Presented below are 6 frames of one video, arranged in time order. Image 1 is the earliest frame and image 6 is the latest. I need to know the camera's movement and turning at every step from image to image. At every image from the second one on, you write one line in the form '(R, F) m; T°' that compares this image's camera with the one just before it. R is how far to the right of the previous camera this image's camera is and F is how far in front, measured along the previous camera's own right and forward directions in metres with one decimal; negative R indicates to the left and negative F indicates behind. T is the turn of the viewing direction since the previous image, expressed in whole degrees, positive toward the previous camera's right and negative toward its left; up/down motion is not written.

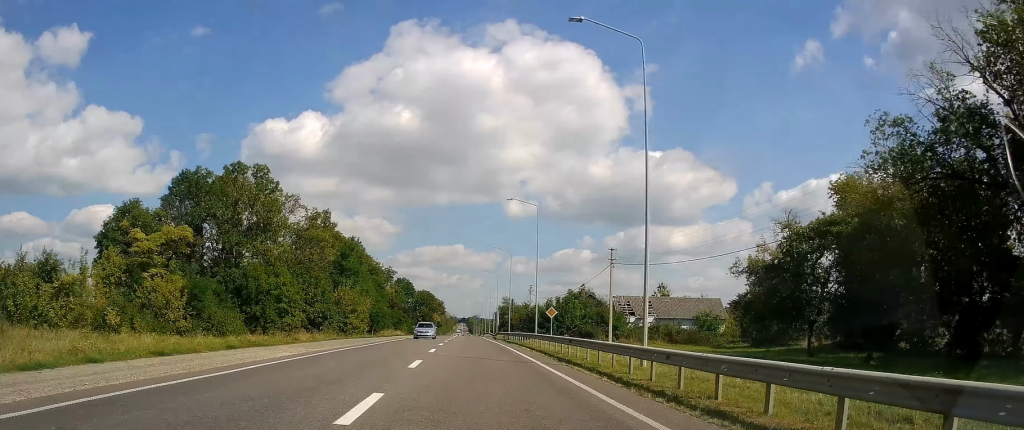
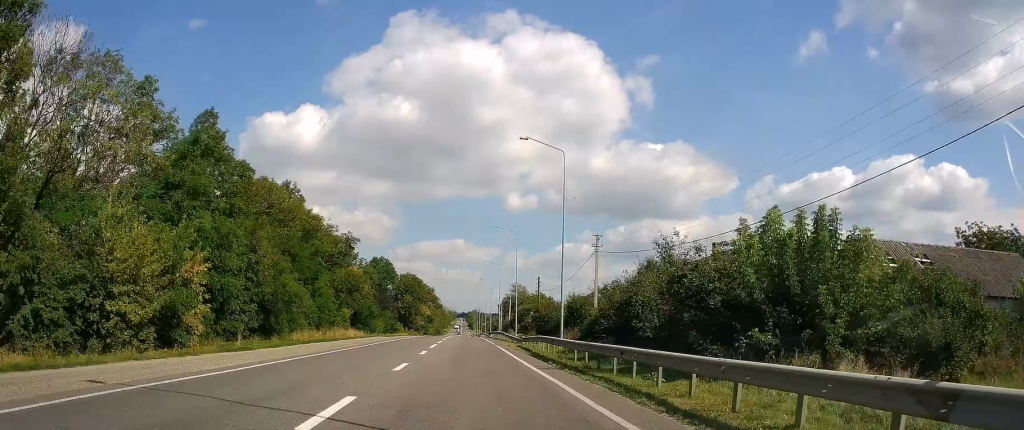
(+1.2, +45.6) m; 0°
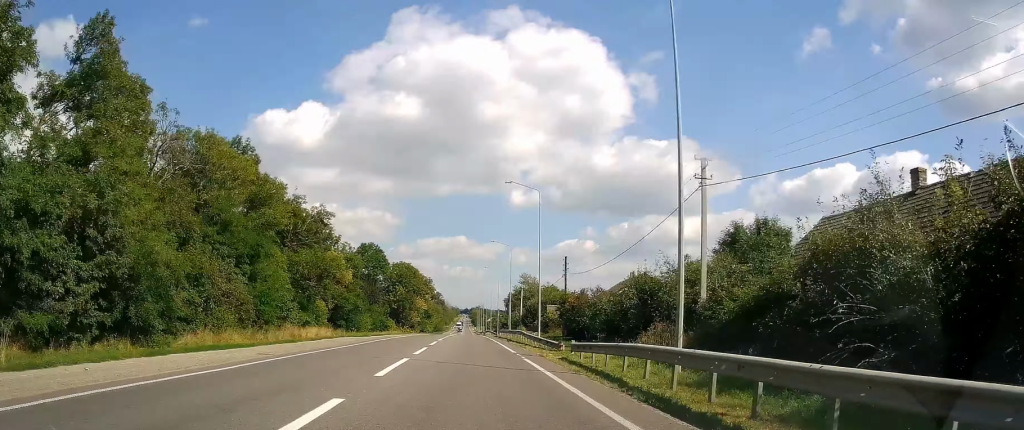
(-0.1, +18.6) m; -1°
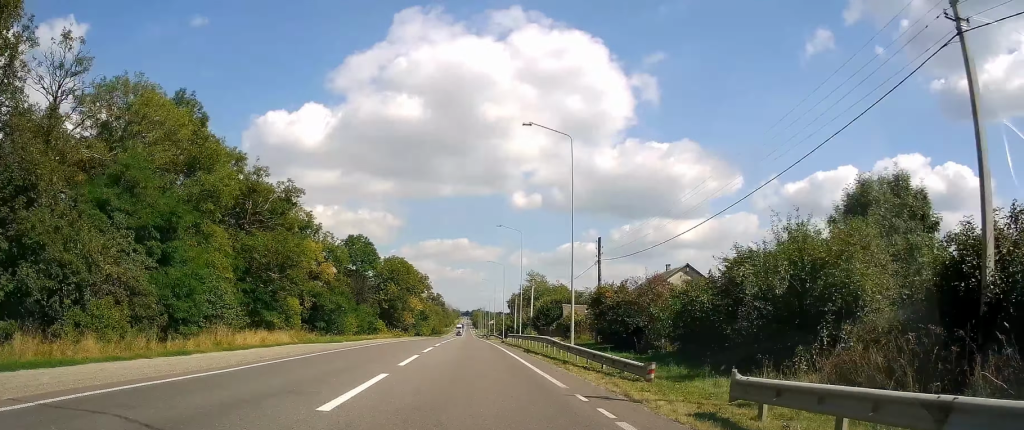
(-0.3, +13.6) m; 0°
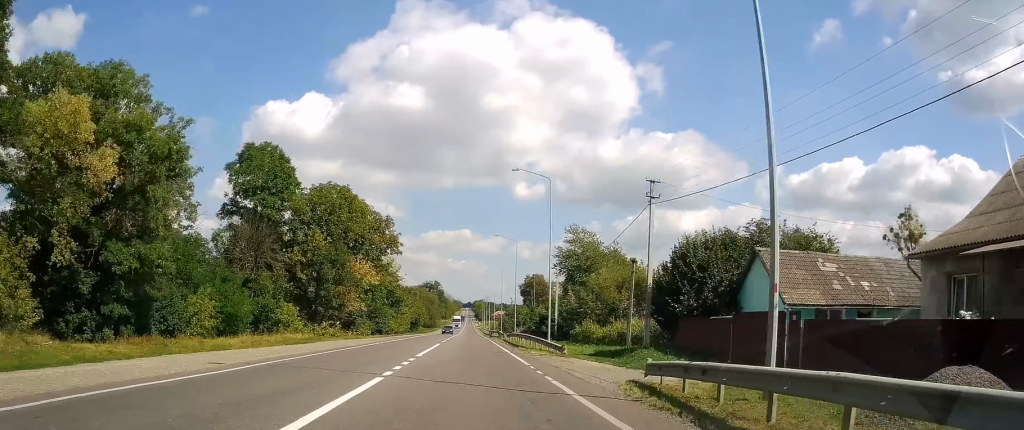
(+0.5, +50.9) m; +1°
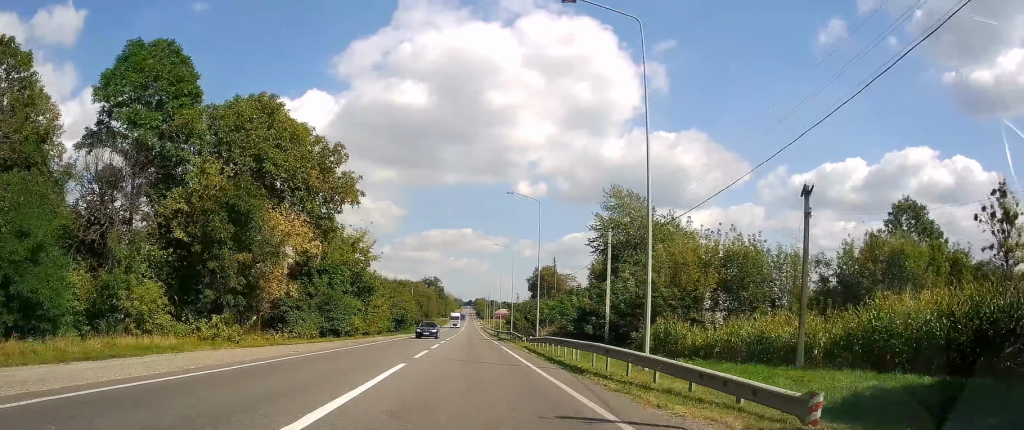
(0.0, +22.4) m; -1°
